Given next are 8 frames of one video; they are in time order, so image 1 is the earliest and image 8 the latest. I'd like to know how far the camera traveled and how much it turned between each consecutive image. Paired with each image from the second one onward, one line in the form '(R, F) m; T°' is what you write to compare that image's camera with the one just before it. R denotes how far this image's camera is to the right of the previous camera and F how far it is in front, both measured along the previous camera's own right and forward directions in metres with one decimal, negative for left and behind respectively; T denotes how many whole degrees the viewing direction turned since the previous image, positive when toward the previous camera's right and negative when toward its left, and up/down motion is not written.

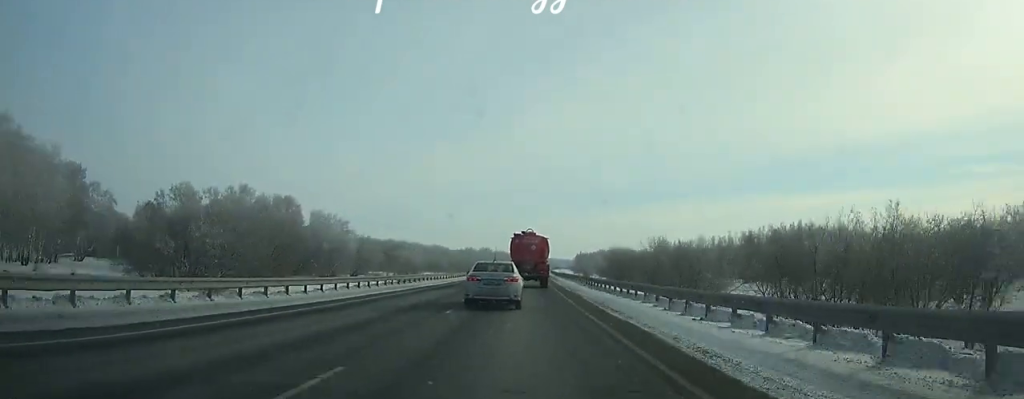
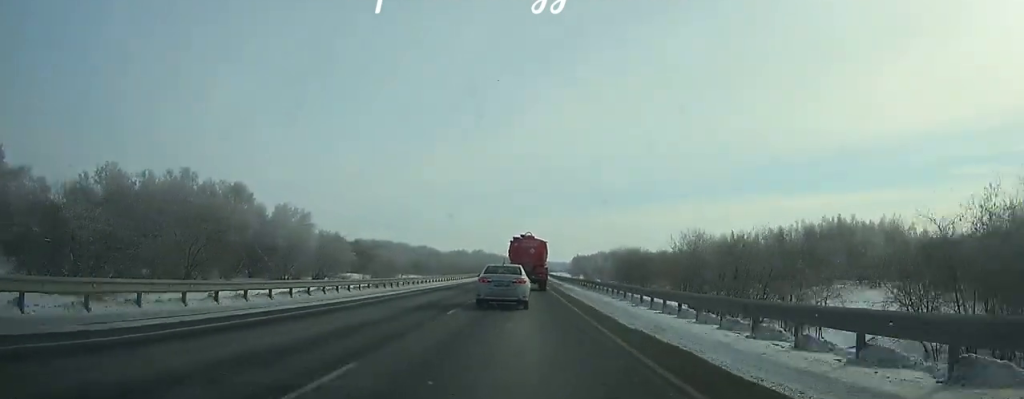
(+0.2, +23.8) m; 0°
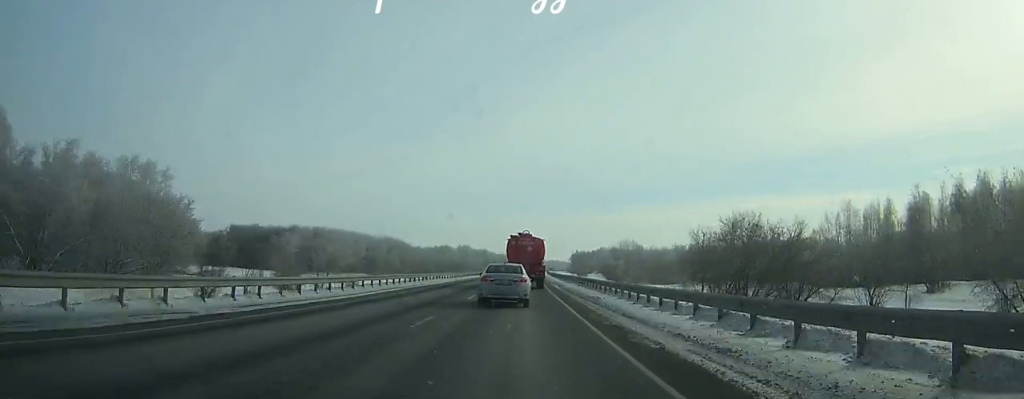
(+0.4, +64.1) m; +1°
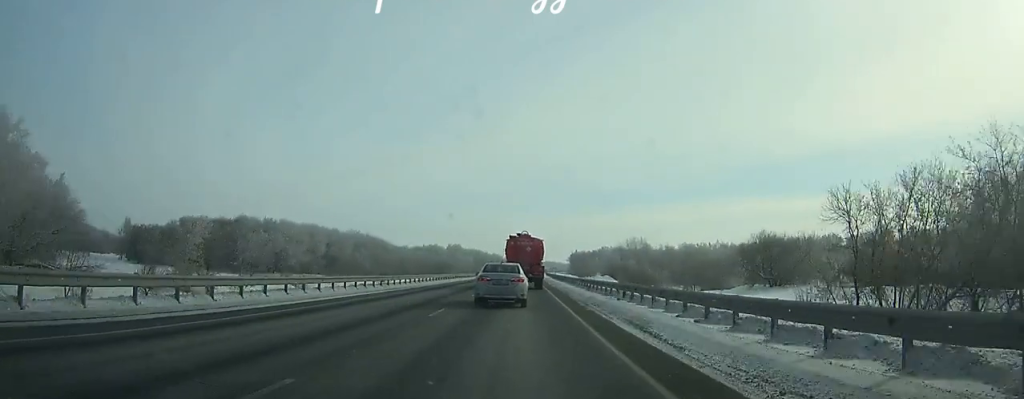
(0.0, +33.0) m; 0°
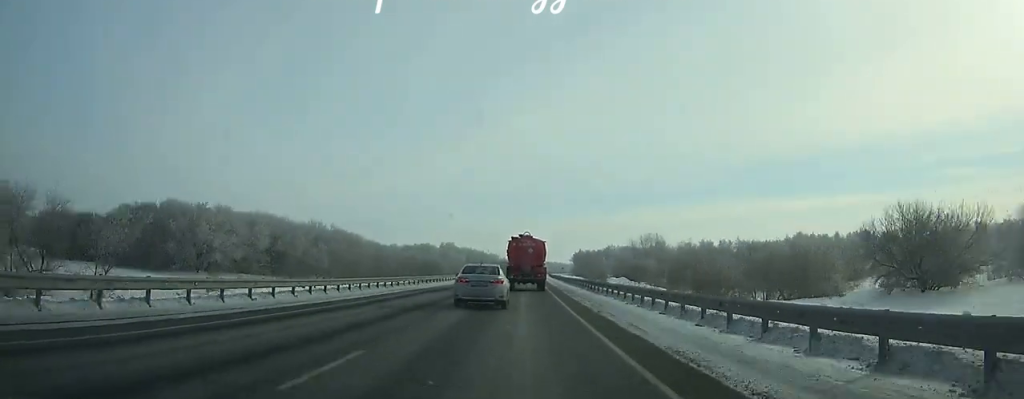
(-0.1, +33.1) m; 0°
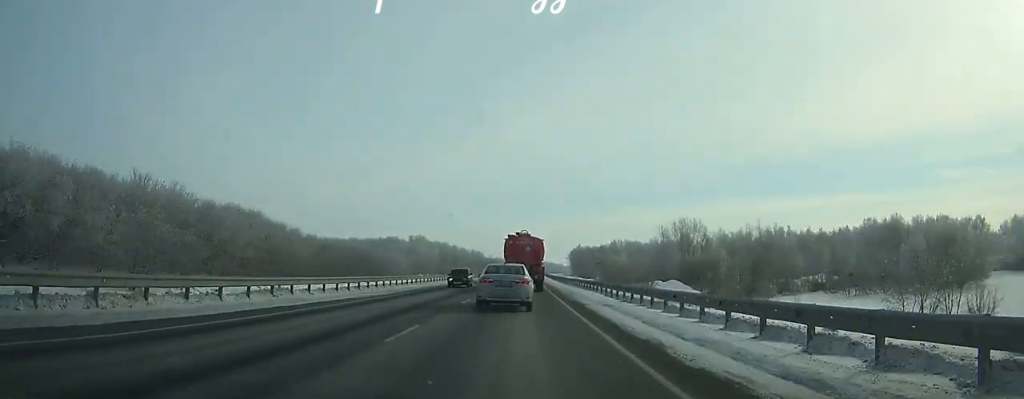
(+0.6, +65.9) m; +1°
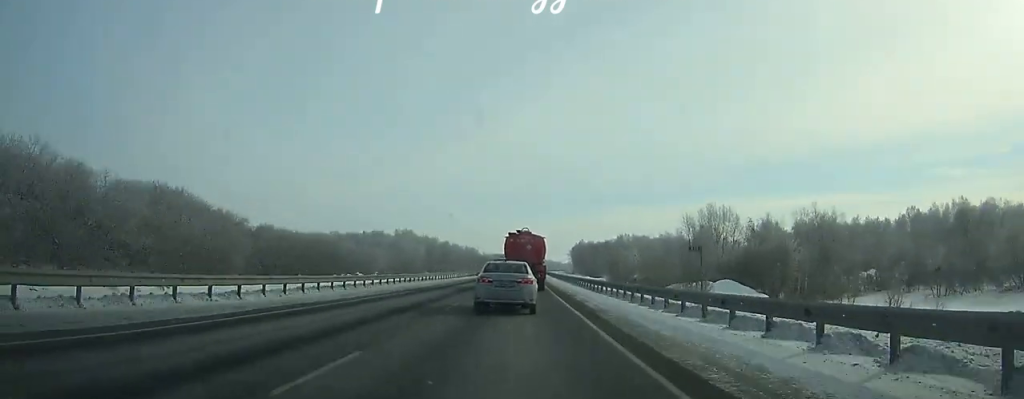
(+0.1, +27.3) m; 0°
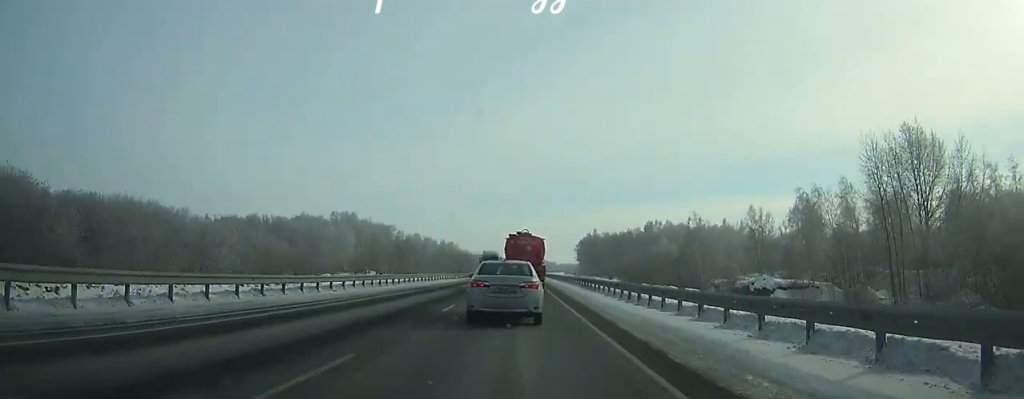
(+0.6, +82.5) m; +1°
